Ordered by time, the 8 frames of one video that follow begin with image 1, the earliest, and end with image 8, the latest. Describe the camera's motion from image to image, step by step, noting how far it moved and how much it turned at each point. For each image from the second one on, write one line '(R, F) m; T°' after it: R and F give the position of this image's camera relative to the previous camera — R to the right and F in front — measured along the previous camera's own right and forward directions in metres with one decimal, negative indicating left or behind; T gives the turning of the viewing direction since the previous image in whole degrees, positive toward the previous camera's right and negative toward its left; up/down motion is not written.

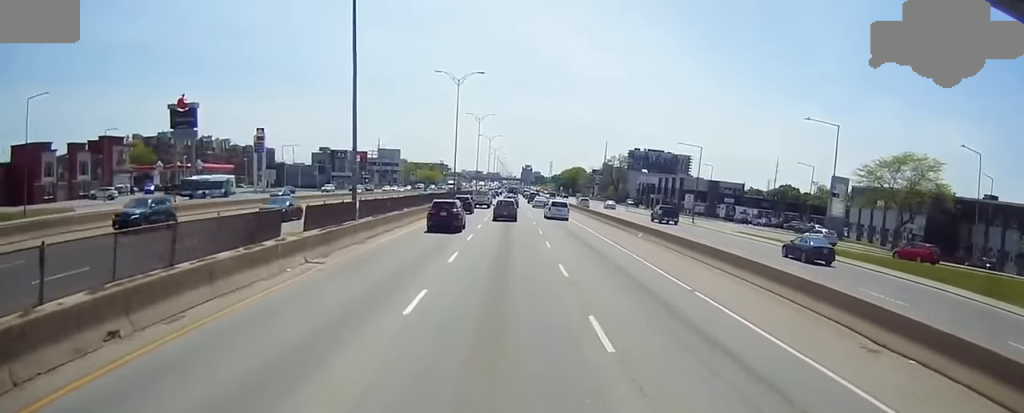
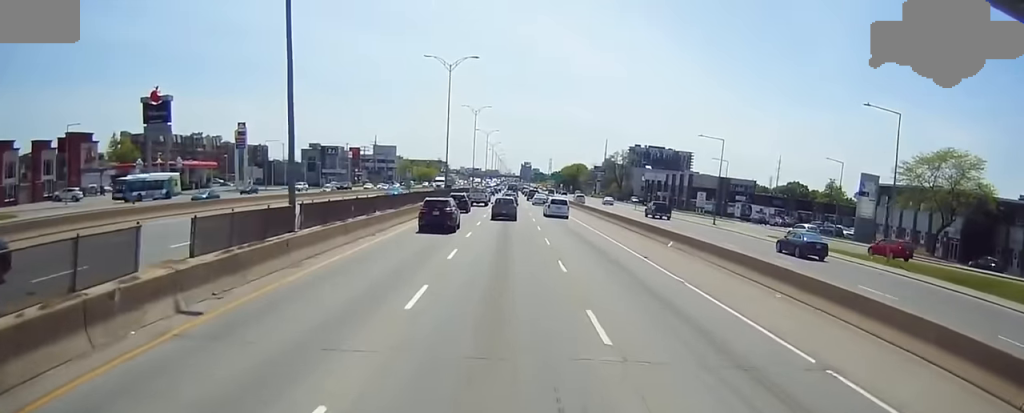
(0.0, +8.5) m; 0°
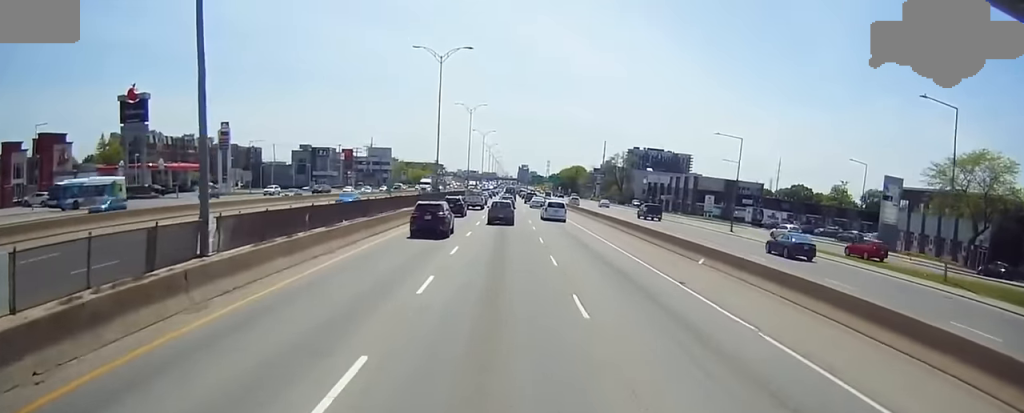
(0.0, +7.0) m; 0°
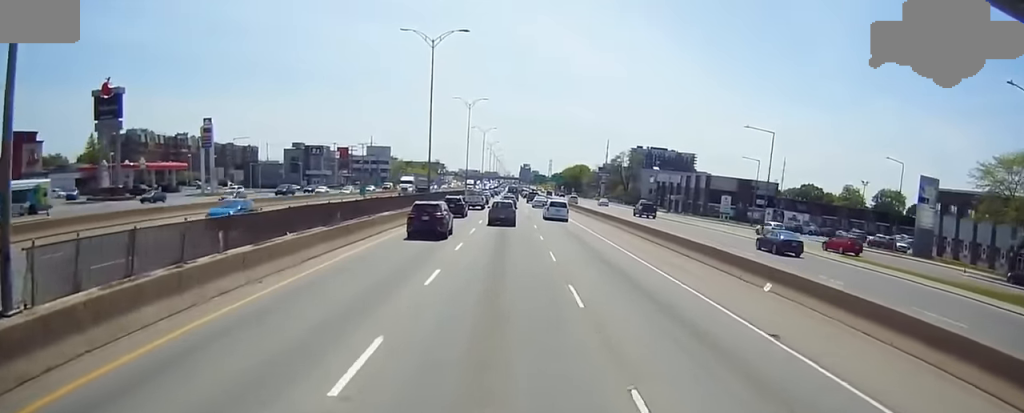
(0.0, +8.6) m; 0°
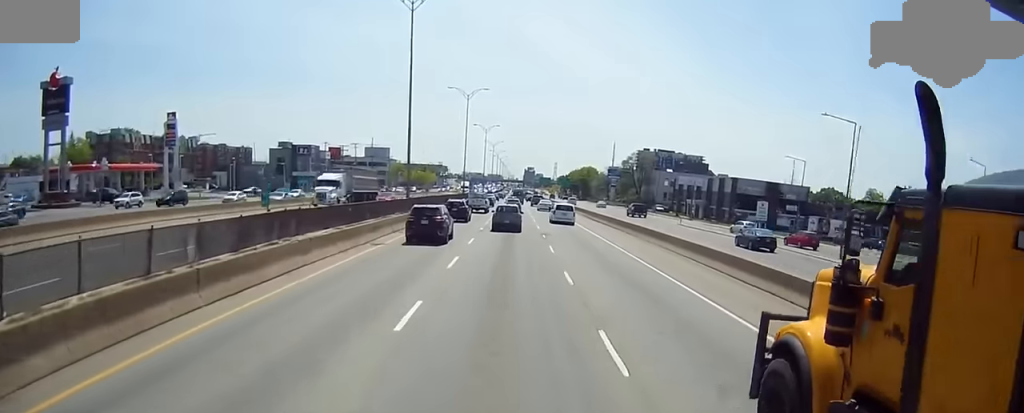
(0.0, +16.3) m; 0°
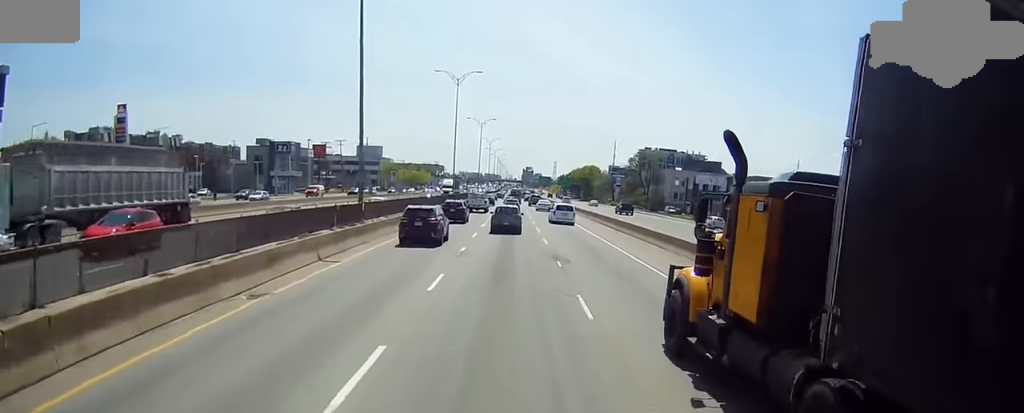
(0.0, +16.3) m; -1°
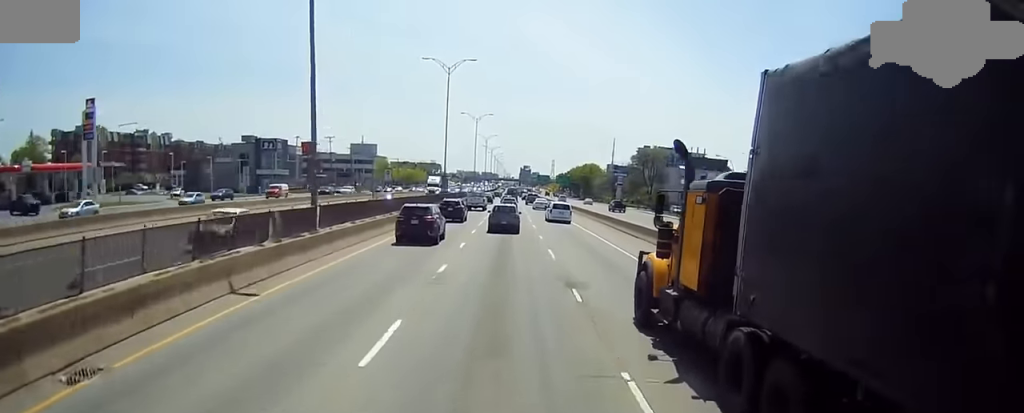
(-0.1, +7.5) m; 0°
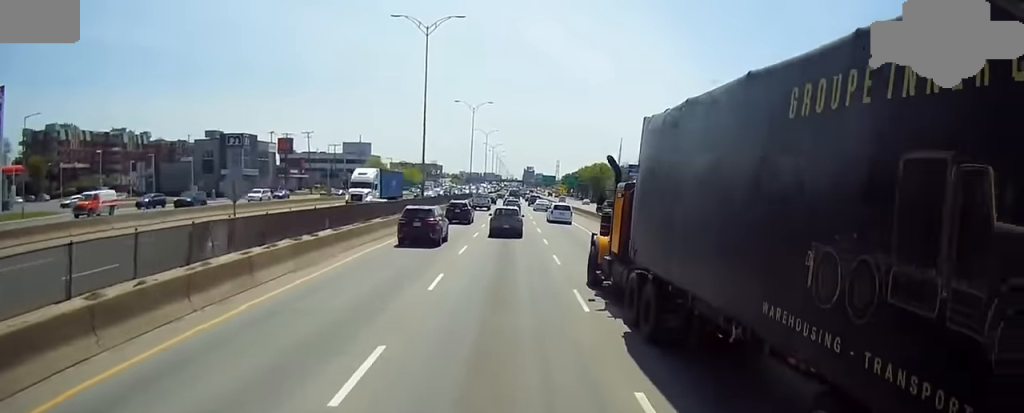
(+0.6, +19.8) m; +2°
